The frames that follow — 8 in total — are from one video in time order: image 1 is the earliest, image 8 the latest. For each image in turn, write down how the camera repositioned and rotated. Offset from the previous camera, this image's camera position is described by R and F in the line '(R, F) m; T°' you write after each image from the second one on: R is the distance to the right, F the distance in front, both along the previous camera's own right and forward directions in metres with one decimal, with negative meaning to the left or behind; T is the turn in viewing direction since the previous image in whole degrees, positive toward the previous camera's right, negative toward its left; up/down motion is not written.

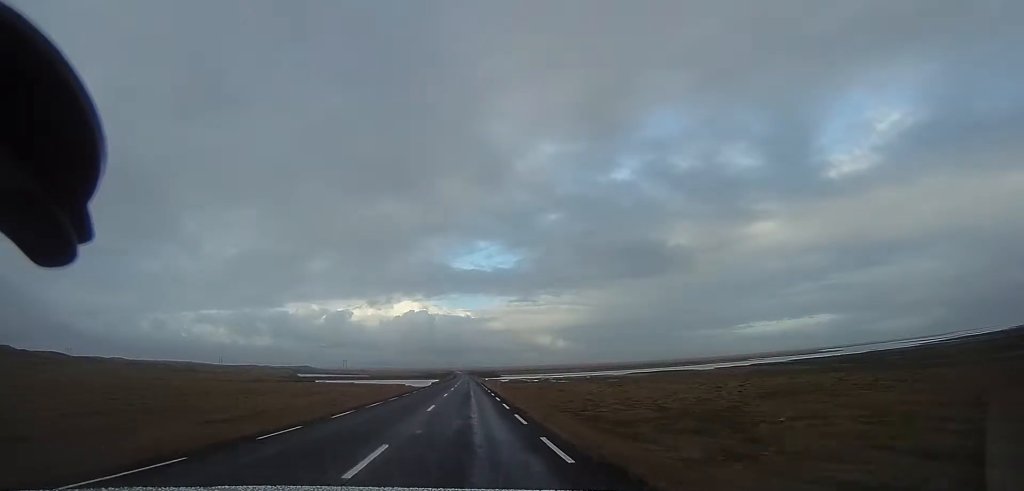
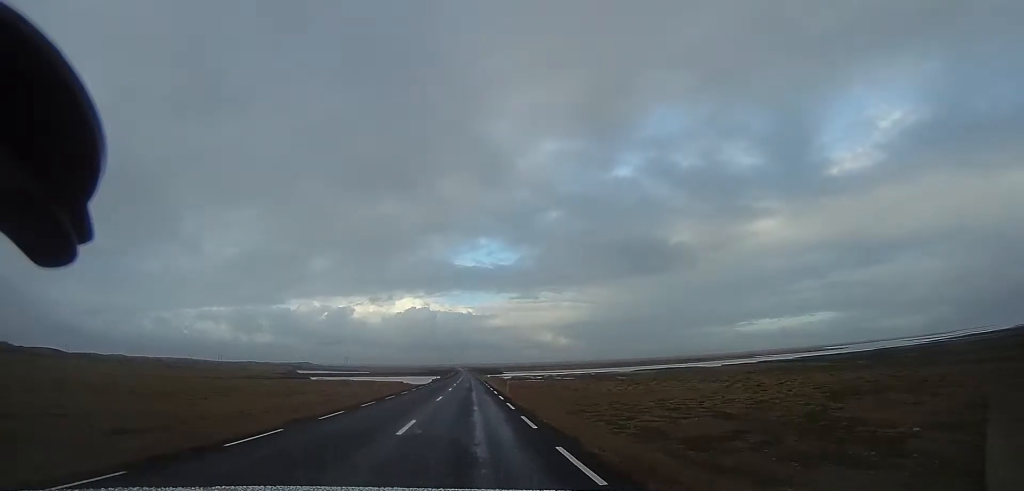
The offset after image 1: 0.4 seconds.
(+0.1, +7.5) m; 0°
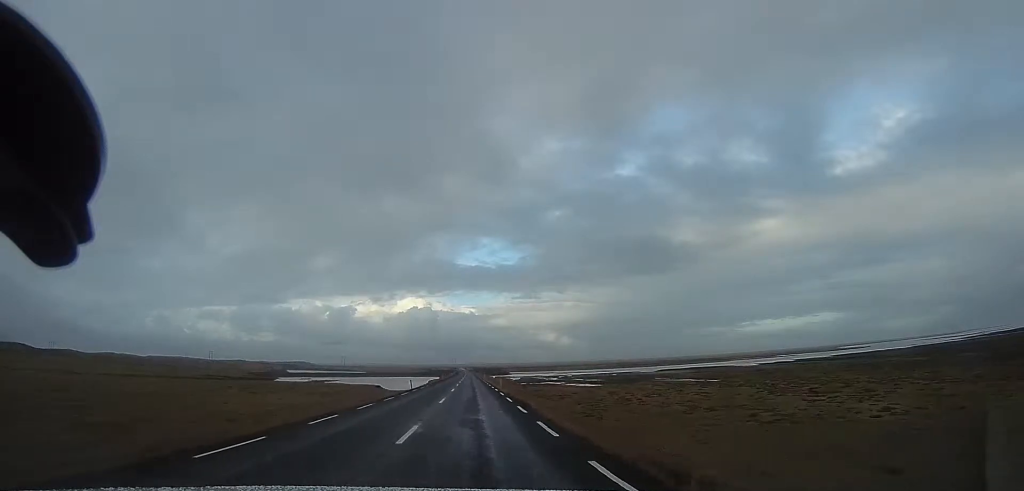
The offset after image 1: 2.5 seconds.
(-1.7, +37.8) m; 0°
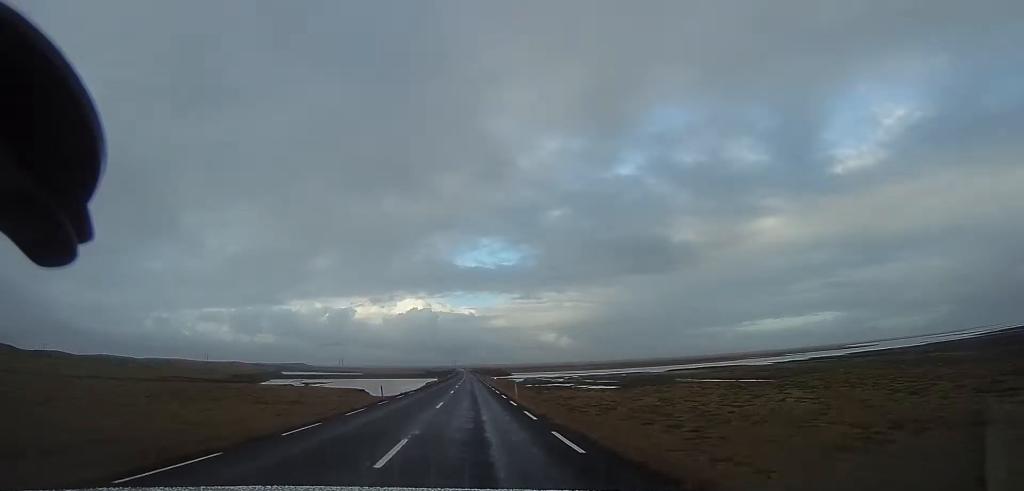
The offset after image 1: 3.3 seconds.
(+0.9, +14.0) m; +3°
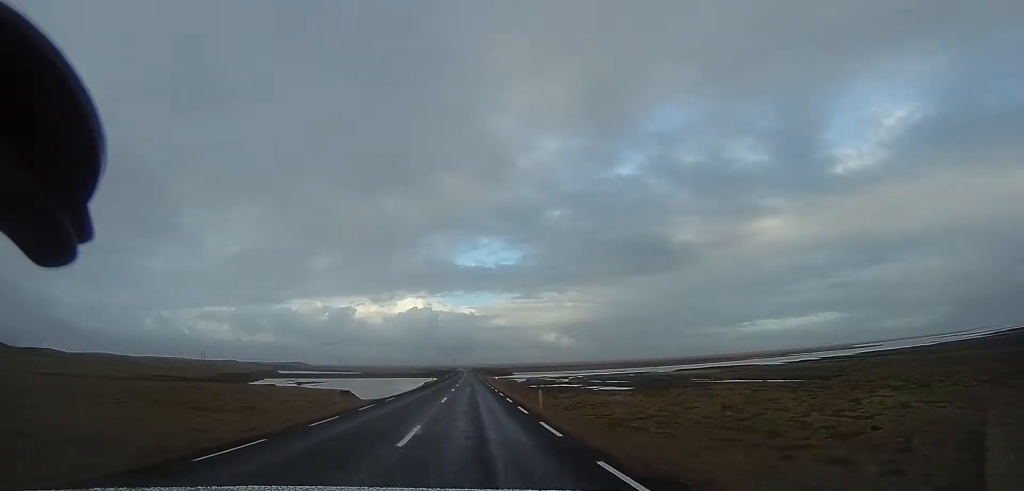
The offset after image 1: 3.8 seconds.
(+0.1, +9.9) m; -1°
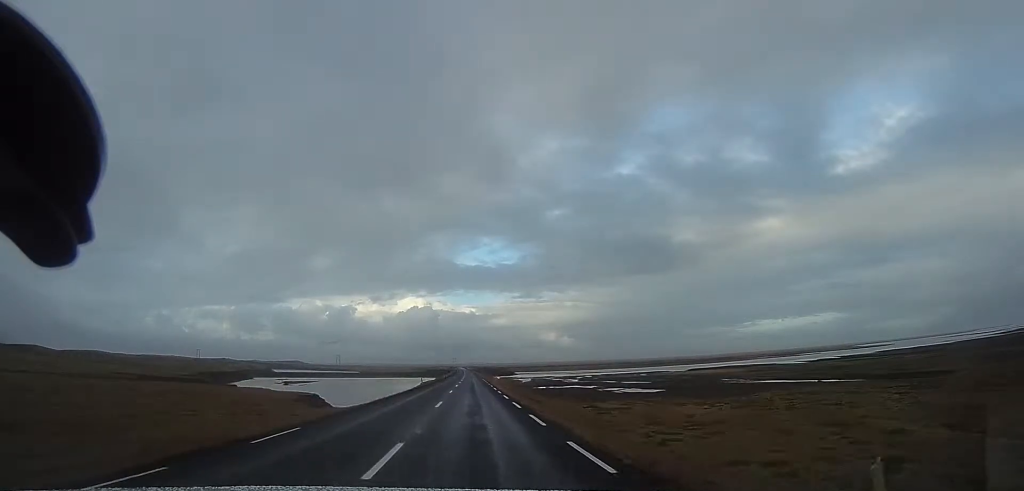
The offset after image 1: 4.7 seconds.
(-0.2, +15.8) m; -3°
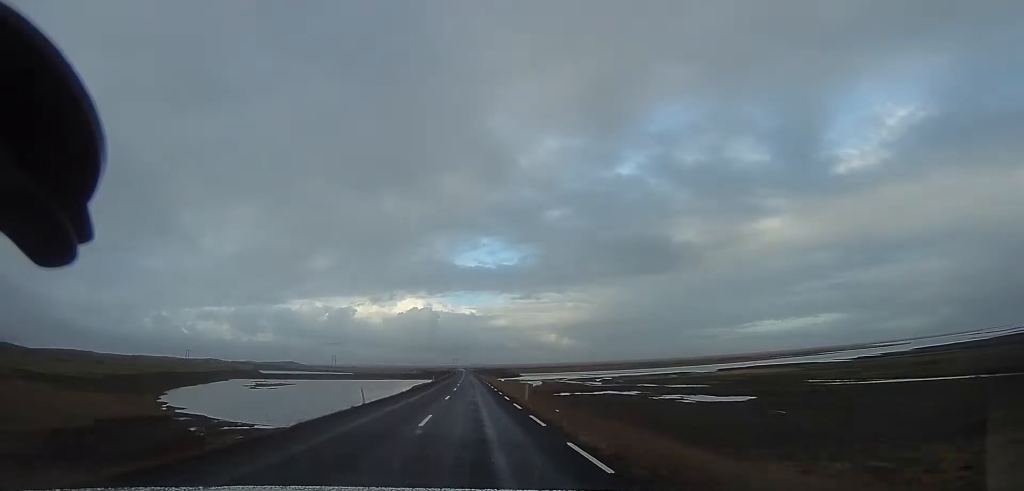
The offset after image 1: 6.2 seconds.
(-0.9, +30.3) m; +1°
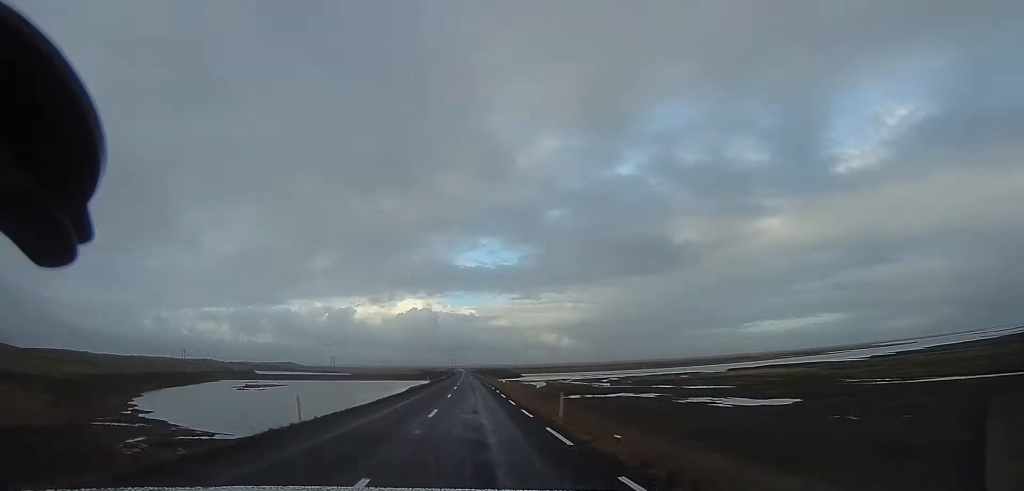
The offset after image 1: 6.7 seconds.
(+0.1, +9.4) m; +1°
